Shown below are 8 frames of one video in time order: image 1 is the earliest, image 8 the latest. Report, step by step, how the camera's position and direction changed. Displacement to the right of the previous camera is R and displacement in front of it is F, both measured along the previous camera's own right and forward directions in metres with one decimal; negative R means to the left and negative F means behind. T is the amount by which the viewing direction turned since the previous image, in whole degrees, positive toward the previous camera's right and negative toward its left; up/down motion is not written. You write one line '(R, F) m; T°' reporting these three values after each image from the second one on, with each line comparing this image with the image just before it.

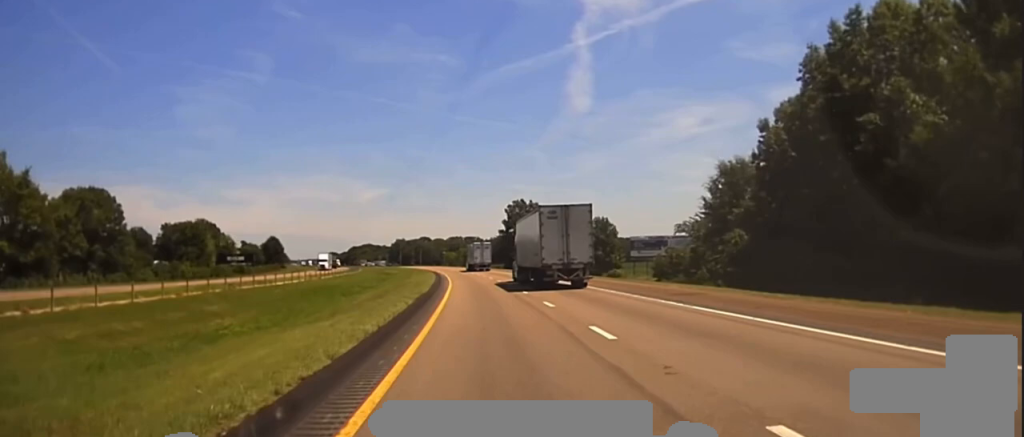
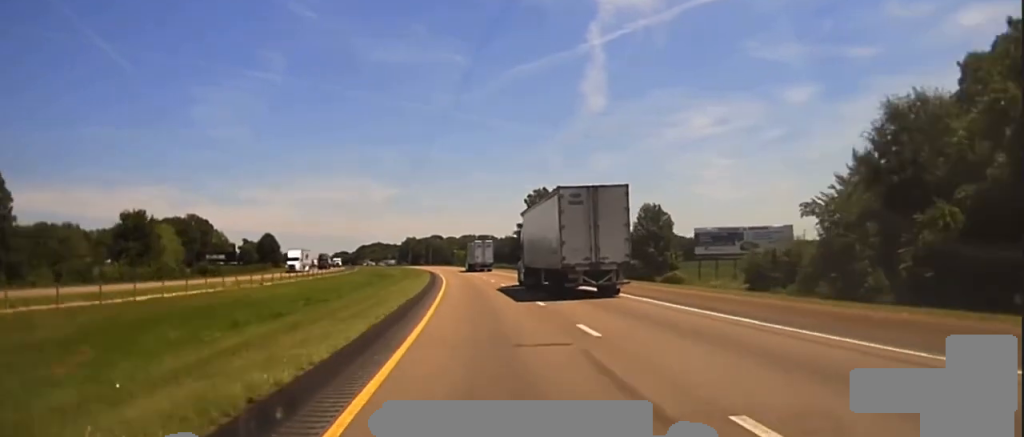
(-0.4, +36.2) m; -1°
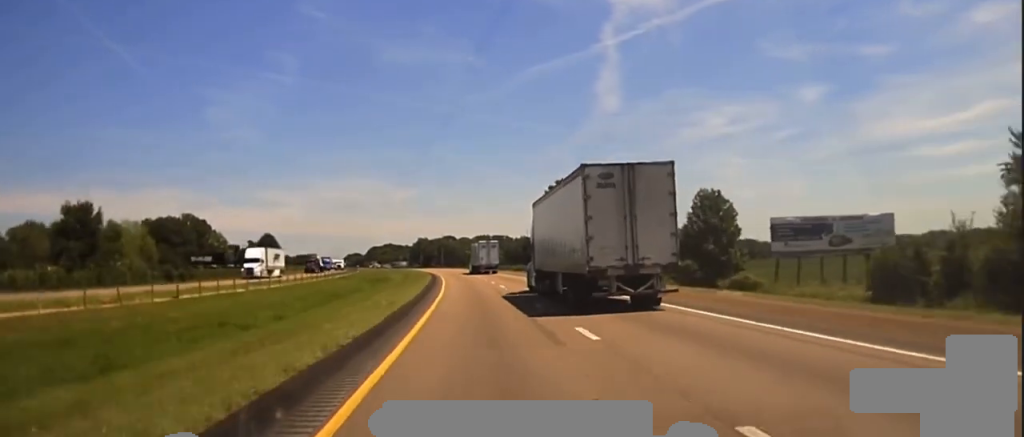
(0.0, +27.3) m; 0°
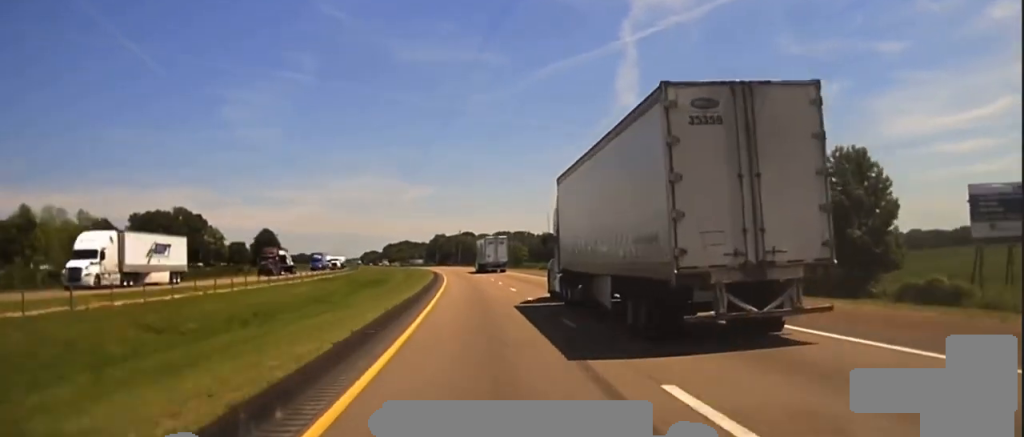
(-0.3, +36.7) m; -1°
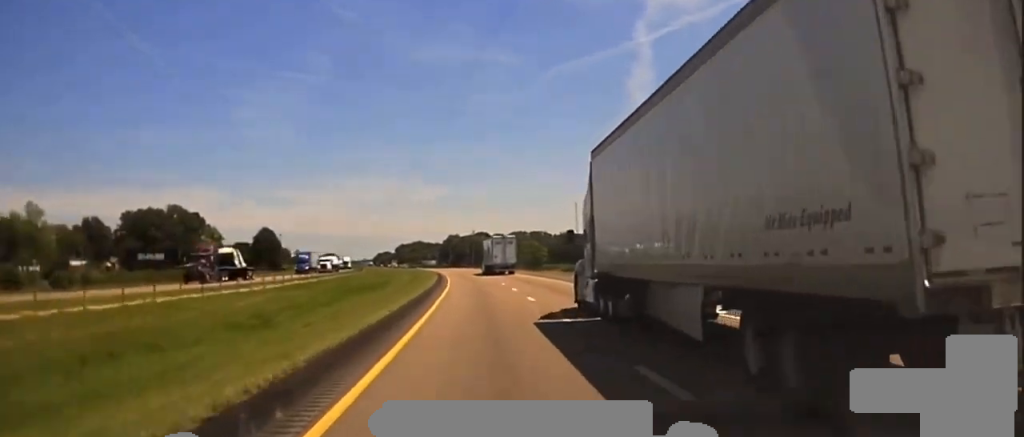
(-0.2, +23.8) m; -1°
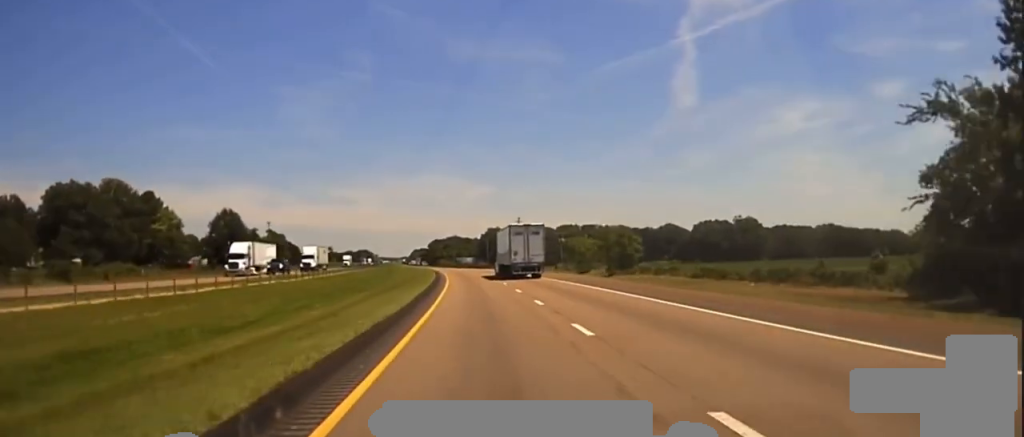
(-2.9, +91.5) m; -3°
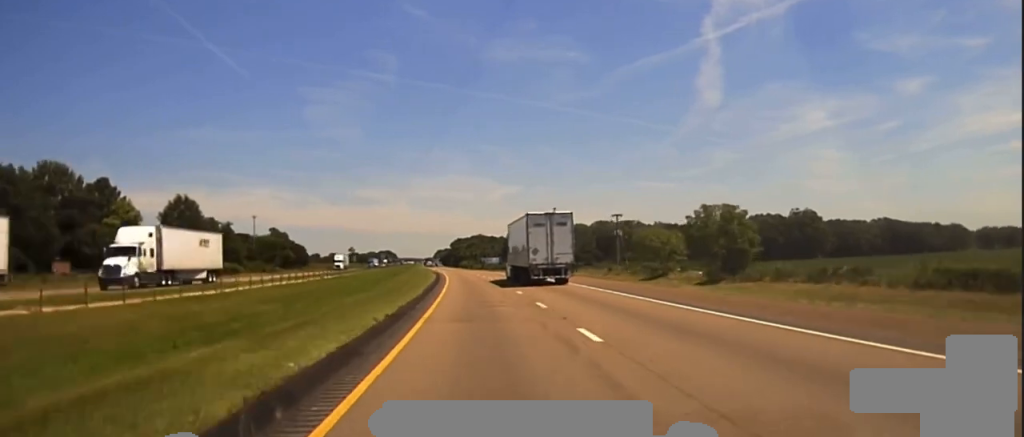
(-0.7, +50.8) m; -2°
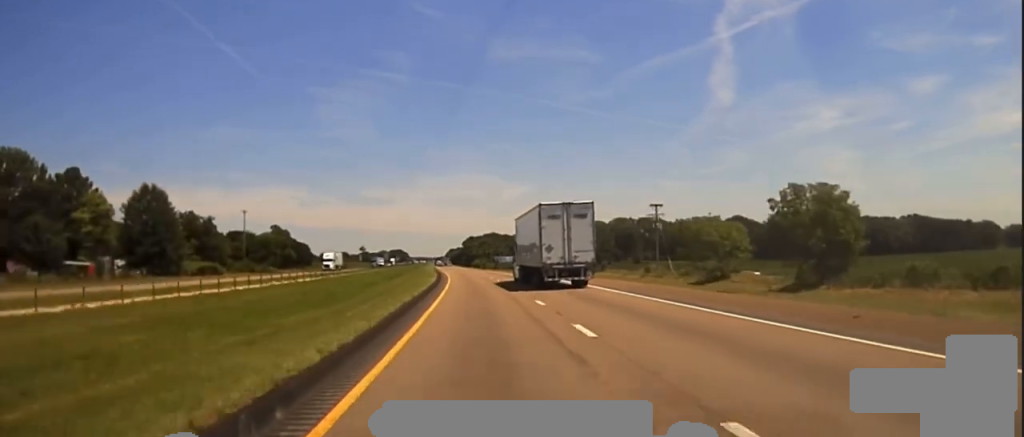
(-0.4, +23.8) m; -1°
